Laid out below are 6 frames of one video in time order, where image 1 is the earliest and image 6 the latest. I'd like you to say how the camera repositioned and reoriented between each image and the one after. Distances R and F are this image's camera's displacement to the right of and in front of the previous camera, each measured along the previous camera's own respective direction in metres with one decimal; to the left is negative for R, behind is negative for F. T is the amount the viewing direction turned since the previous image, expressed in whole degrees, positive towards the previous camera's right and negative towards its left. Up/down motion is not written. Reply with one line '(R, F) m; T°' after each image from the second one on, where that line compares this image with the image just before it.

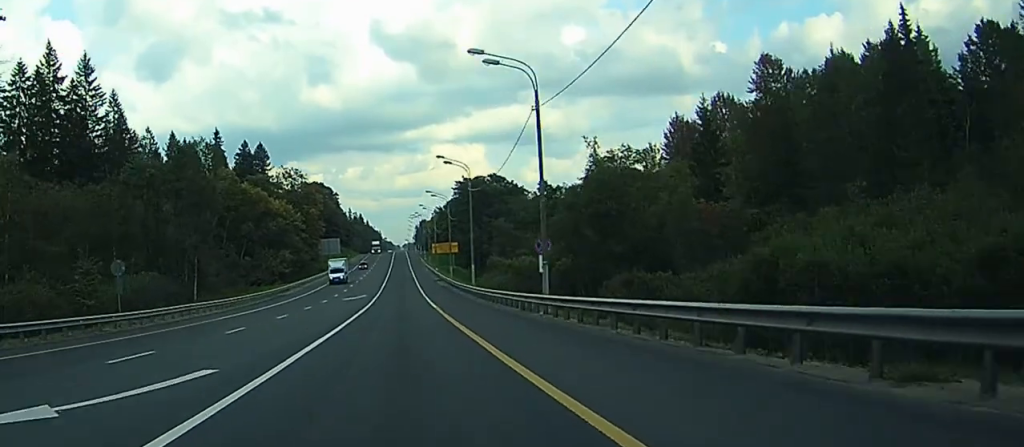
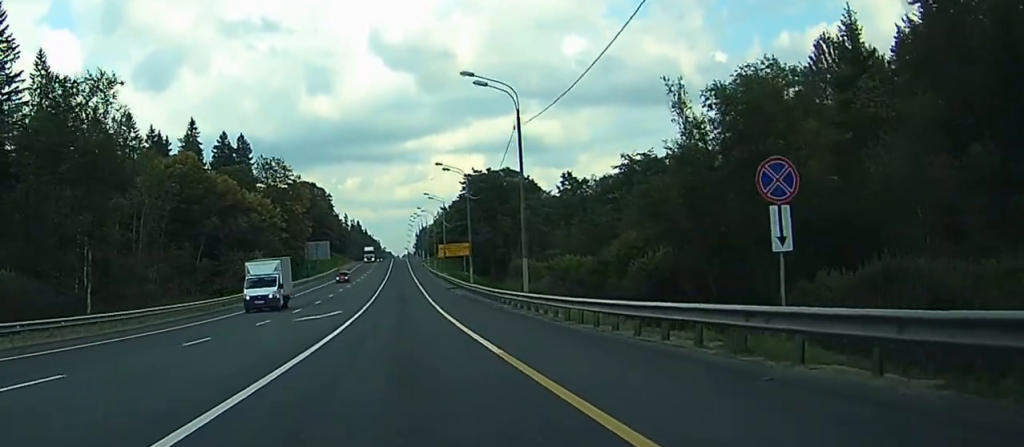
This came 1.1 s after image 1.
(+0.1, +29.8) m; 0°
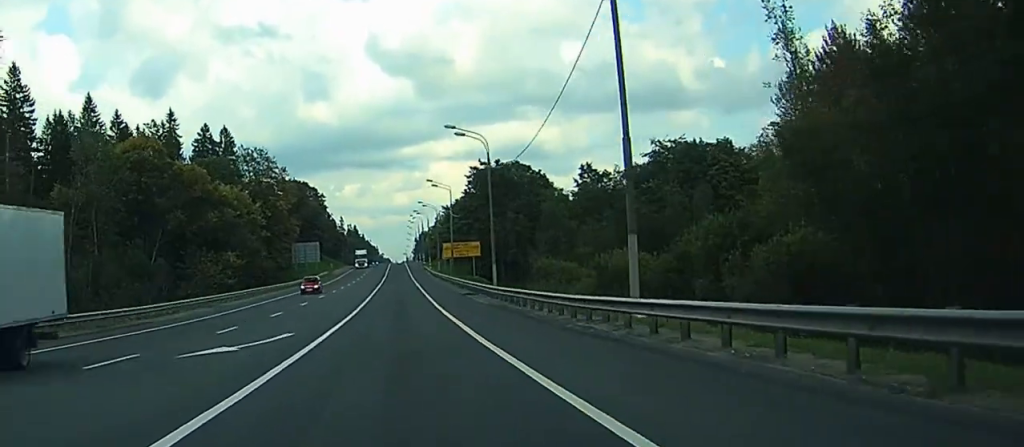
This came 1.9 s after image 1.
(0.0, +19.4) m; 0°
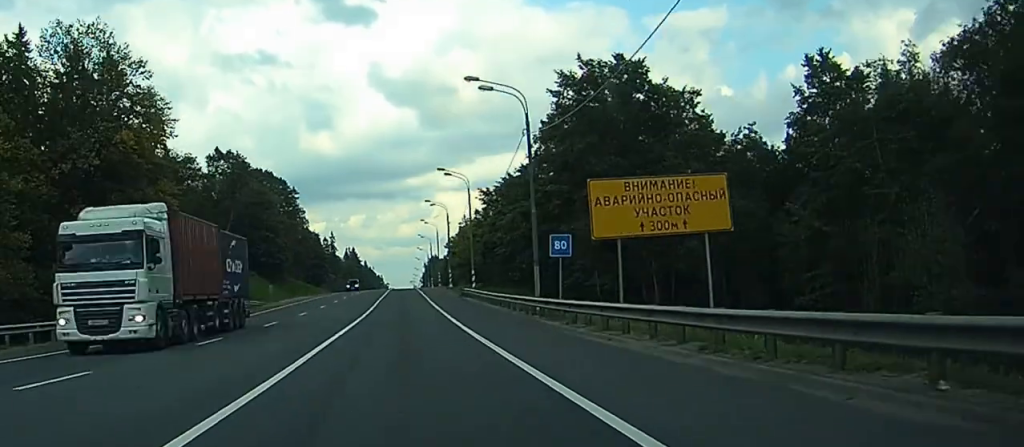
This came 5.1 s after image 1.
(-0.5, +87.0) m; -1°
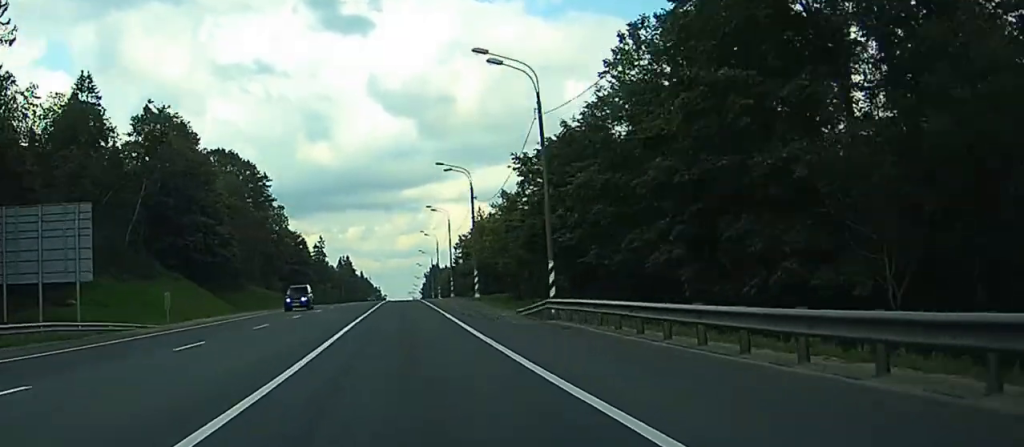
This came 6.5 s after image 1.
(+0.2, +38.9) m; 0°
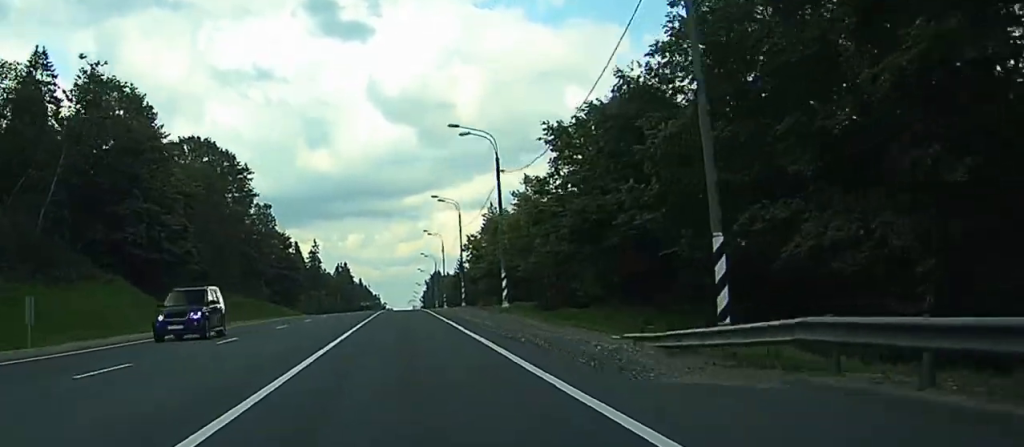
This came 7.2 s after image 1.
(+0.1, +18.9) m; 0°
